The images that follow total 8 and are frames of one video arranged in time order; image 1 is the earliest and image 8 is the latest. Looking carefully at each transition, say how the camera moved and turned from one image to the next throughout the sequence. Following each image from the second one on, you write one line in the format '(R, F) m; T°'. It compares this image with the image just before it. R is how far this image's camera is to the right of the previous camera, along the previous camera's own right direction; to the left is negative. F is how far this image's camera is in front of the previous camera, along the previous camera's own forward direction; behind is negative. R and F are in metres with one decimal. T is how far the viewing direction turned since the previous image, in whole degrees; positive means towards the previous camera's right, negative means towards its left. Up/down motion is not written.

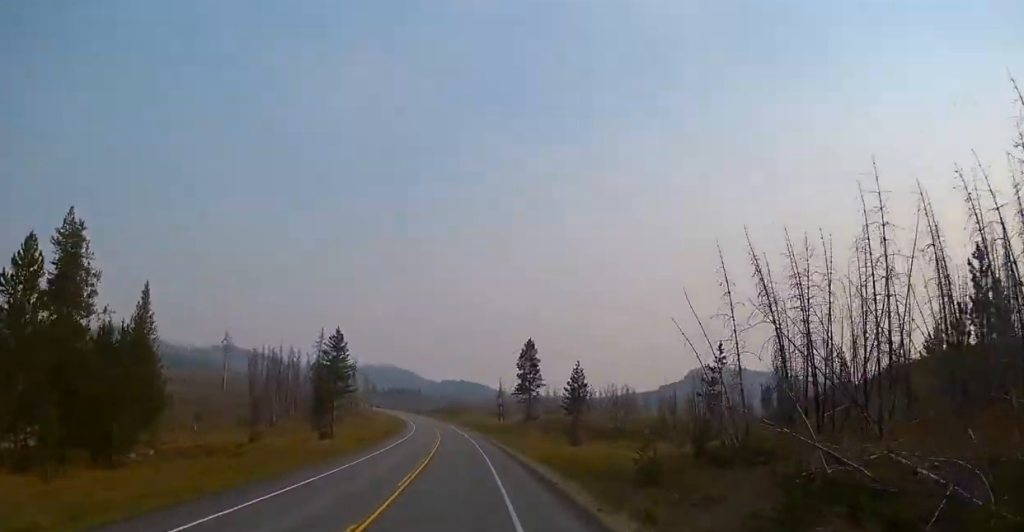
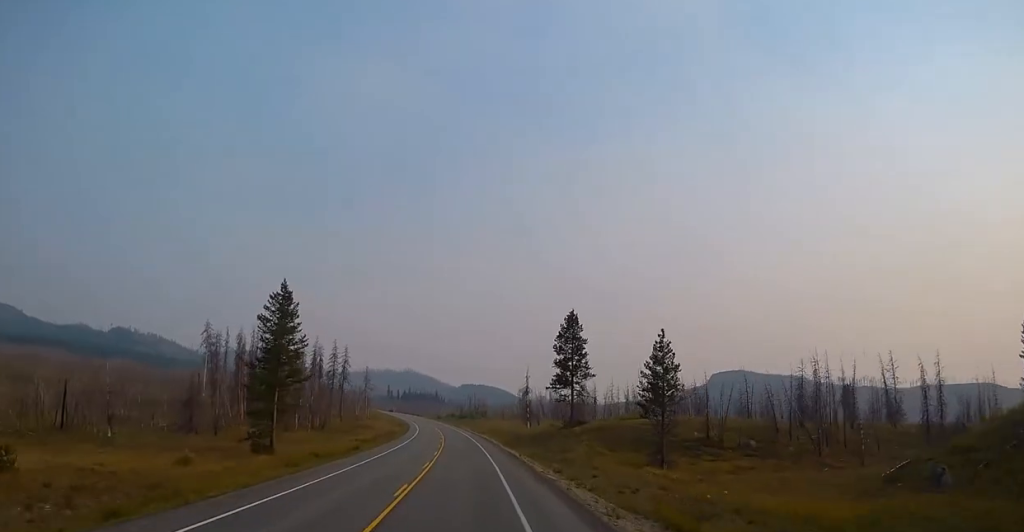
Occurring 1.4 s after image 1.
(-0.3, +28.3) m; -1°
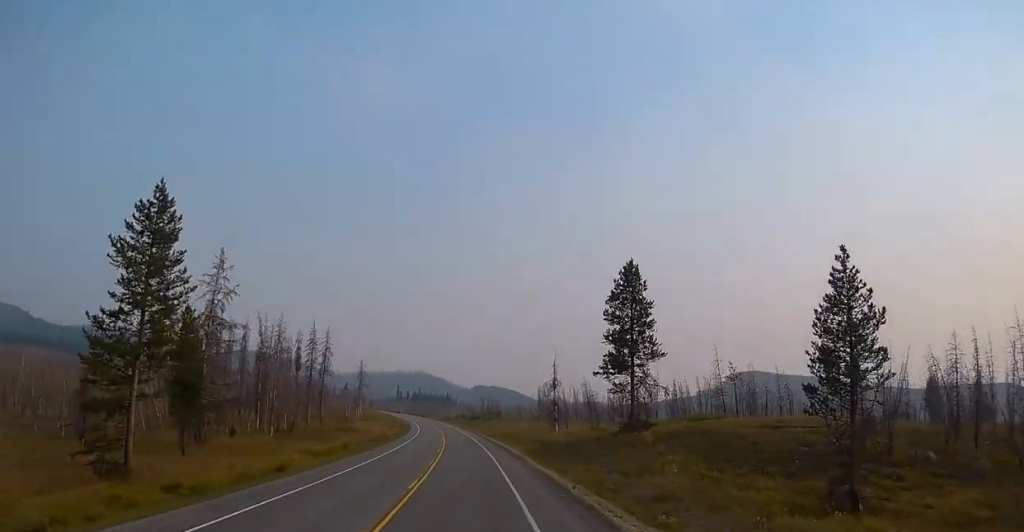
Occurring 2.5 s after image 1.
(-0.3, +22.5) m; -1°
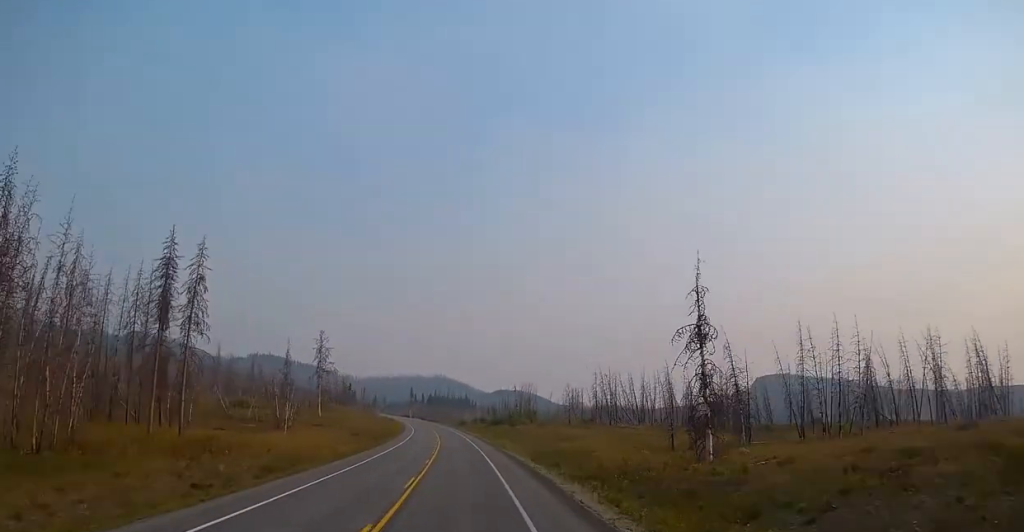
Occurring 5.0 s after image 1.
(-1.2, +48.3) m; -2°
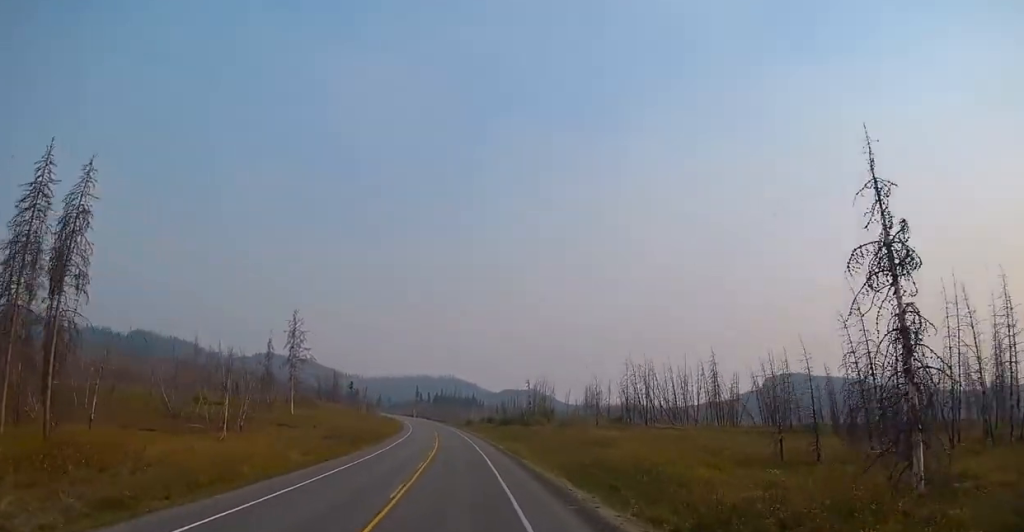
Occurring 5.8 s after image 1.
(0.0, +15.7) m; 0°
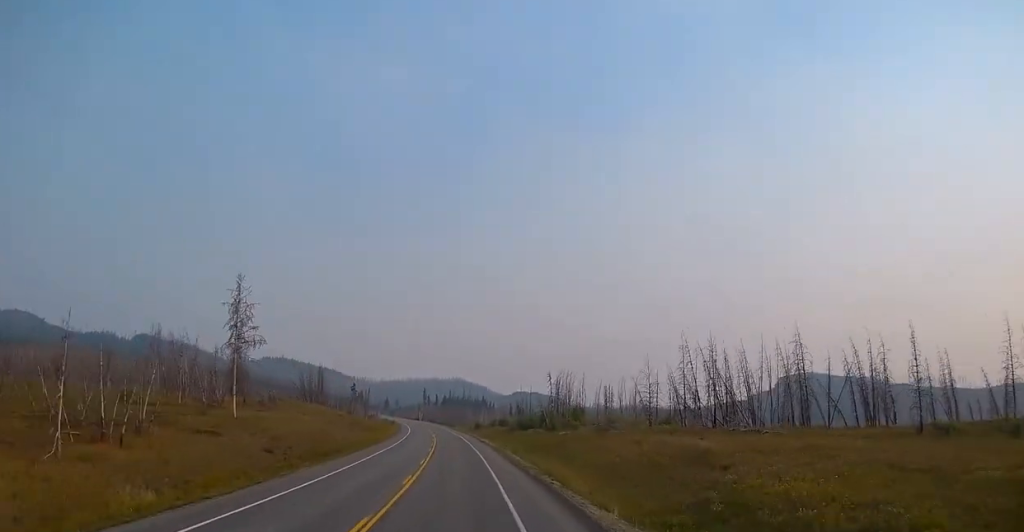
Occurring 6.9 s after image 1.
(0.0, +19.2) m; -1°
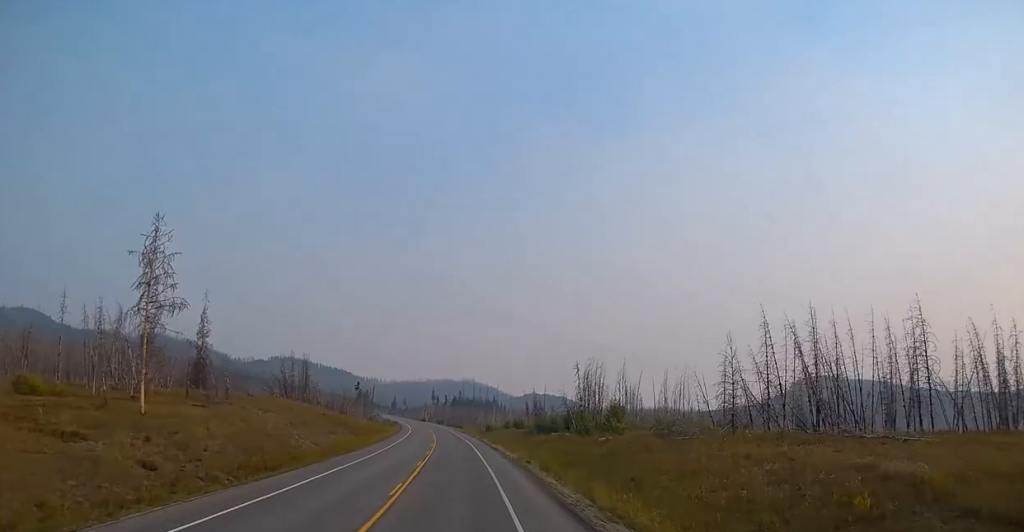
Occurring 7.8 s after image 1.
(-0.1, +15.3) m; -2°
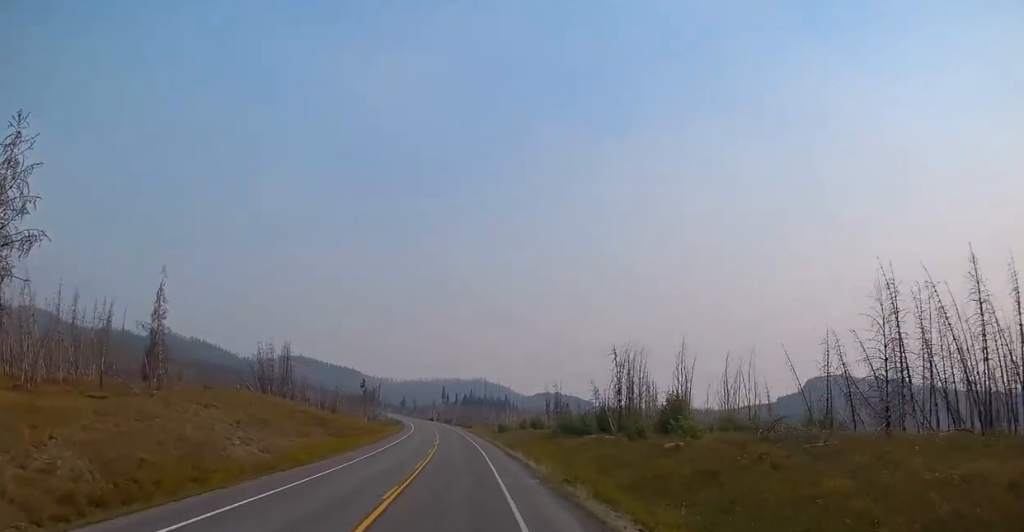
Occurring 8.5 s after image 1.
(-0.4, +13.7) m; -1°
